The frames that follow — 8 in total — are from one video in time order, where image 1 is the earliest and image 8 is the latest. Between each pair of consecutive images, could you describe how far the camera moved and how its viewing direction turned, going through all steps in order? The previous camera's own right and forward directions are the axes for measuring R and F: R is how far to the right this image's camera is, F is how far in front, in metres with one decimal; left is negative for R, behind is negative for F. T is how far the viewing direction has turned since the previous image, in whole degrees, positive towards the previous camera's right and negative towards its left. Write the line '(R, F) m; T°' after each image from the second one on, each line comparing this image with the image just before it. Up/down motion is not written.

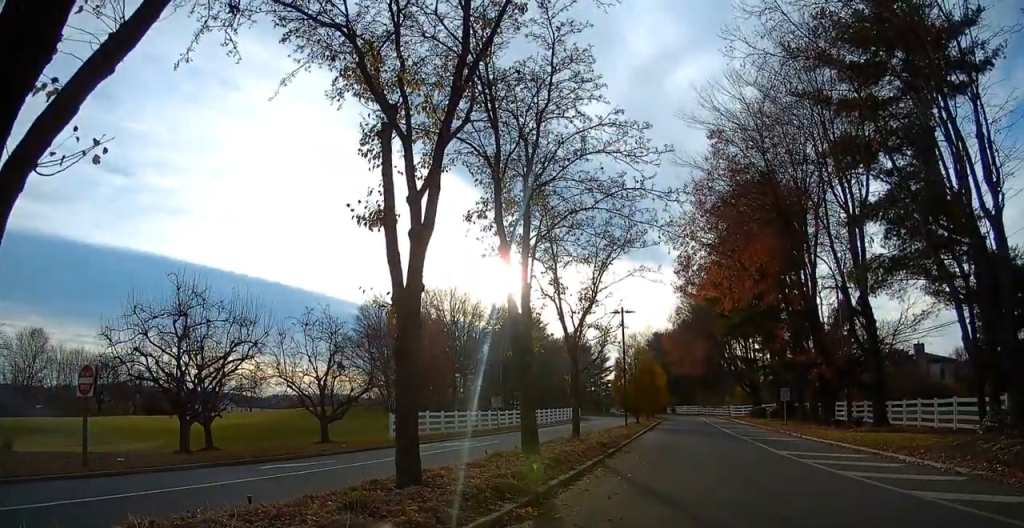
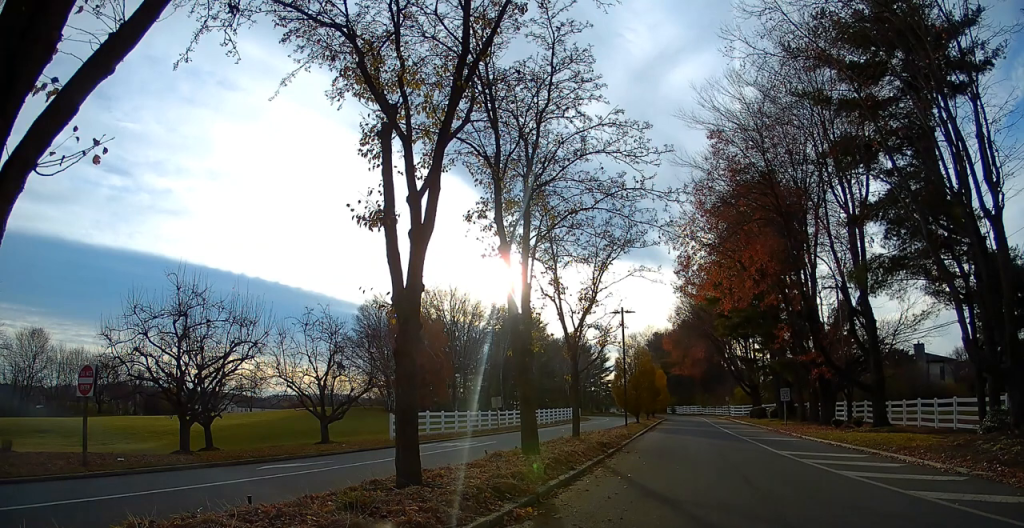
(-0.1, +0.2) m; 0°
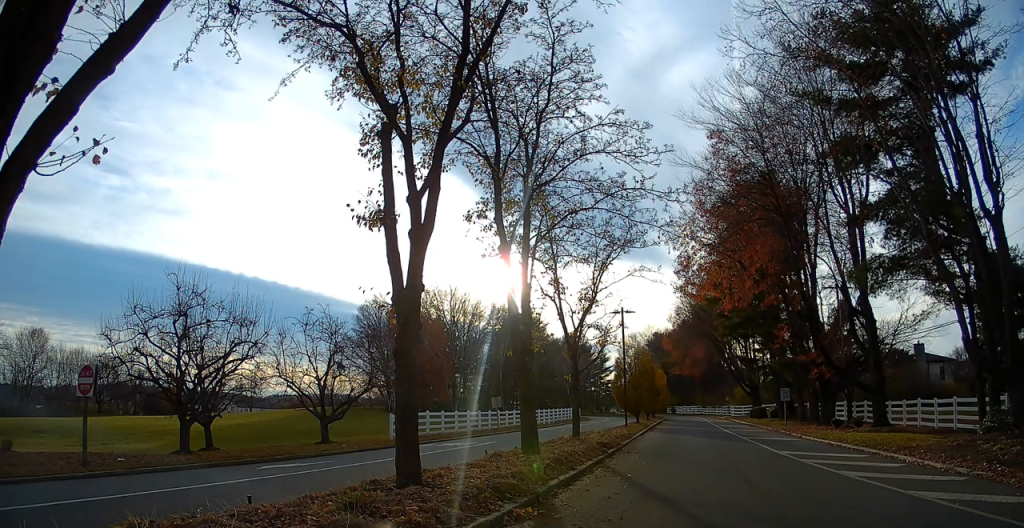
(-0.1, +0.2) m; 0°
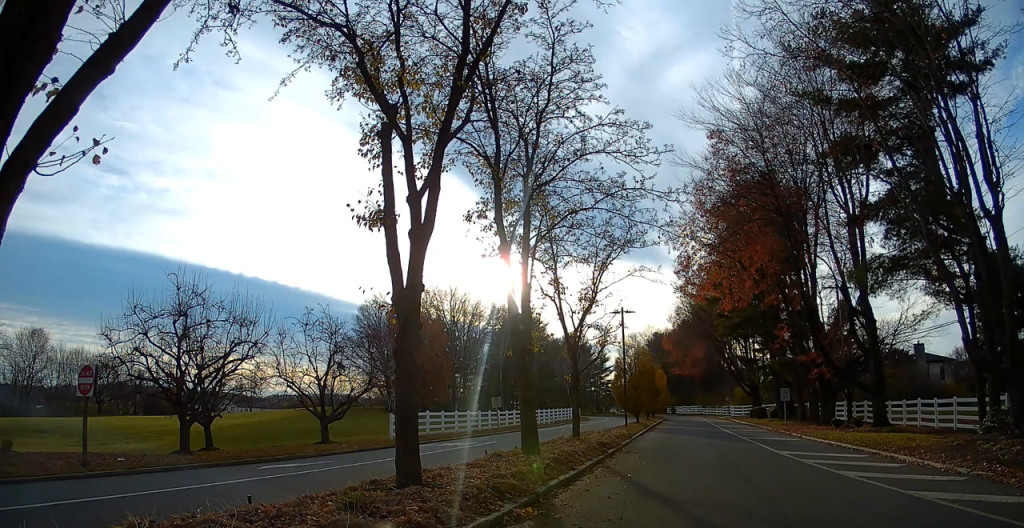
(0.0, 0.0) m; 0°
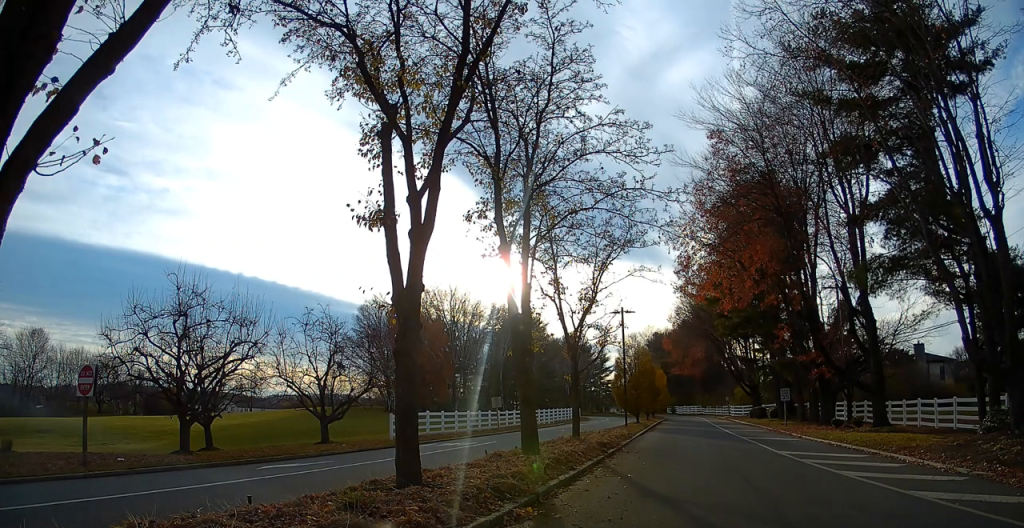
(0.0, 0.0) m; 0°
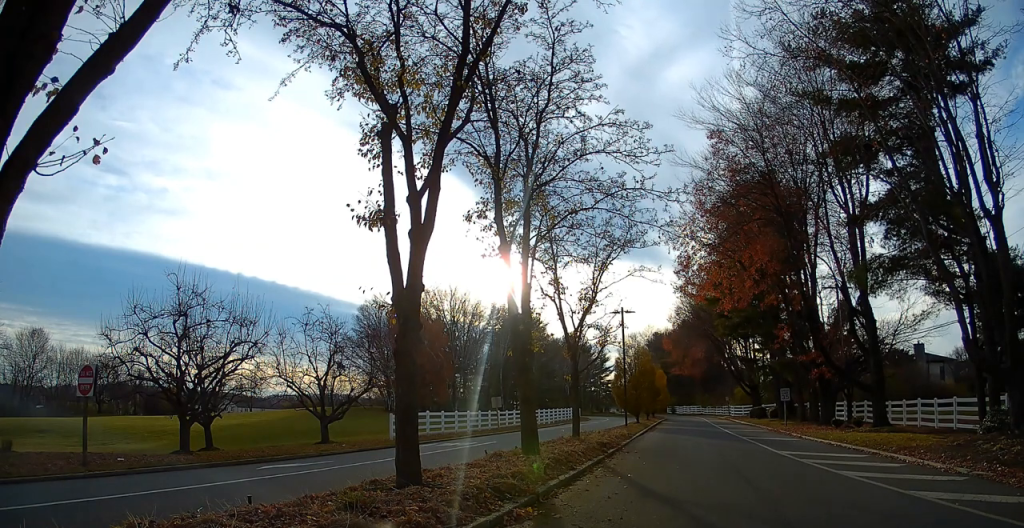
(0.0, 0.0) m; 0°
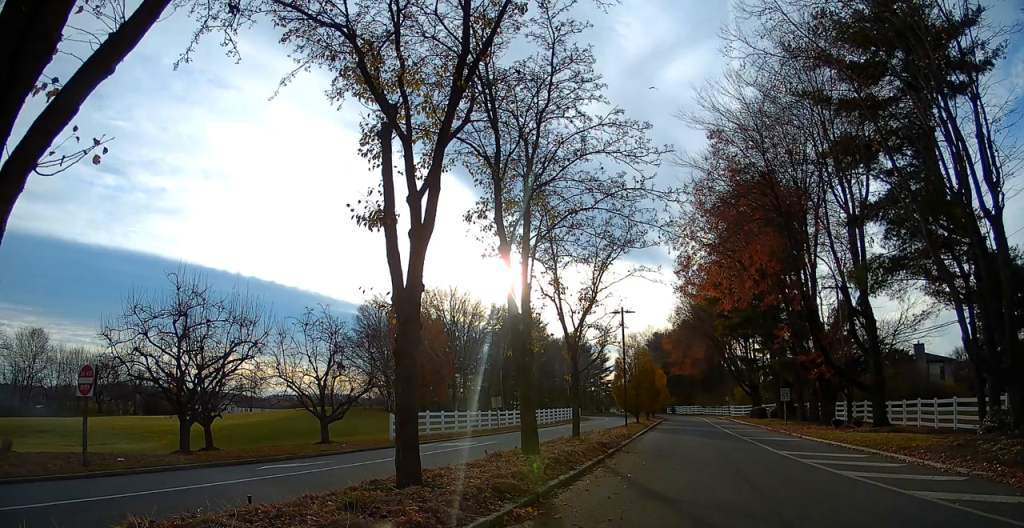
(0.0, 0.0) m; 0°
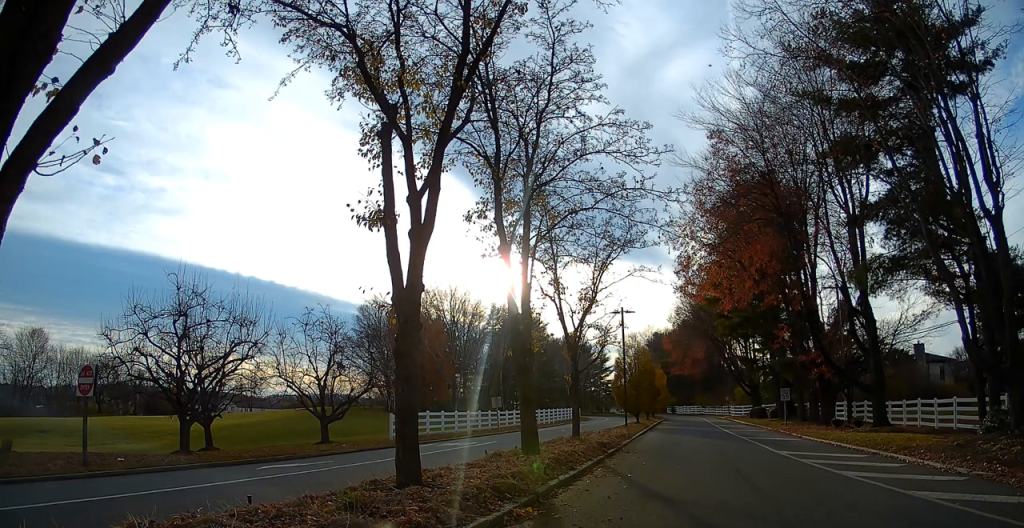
(0.0, 0.0) m; 0°
